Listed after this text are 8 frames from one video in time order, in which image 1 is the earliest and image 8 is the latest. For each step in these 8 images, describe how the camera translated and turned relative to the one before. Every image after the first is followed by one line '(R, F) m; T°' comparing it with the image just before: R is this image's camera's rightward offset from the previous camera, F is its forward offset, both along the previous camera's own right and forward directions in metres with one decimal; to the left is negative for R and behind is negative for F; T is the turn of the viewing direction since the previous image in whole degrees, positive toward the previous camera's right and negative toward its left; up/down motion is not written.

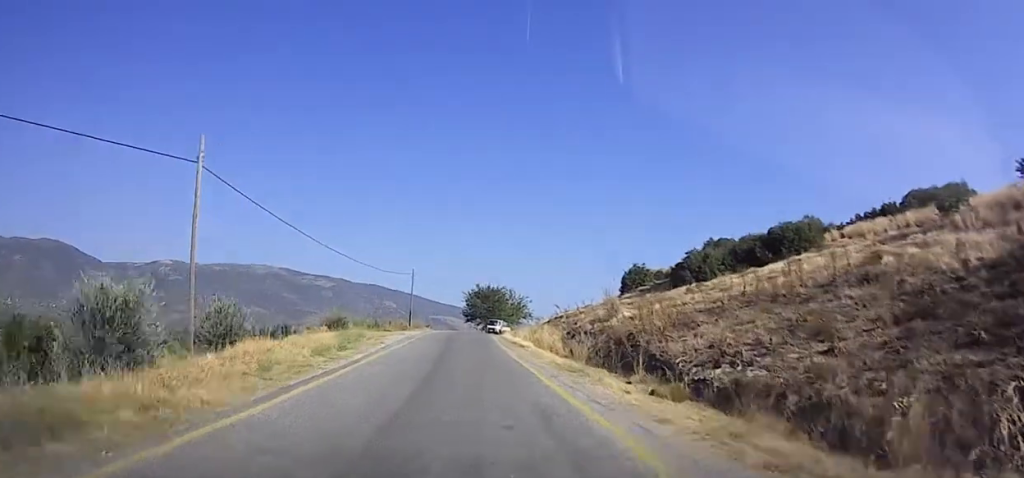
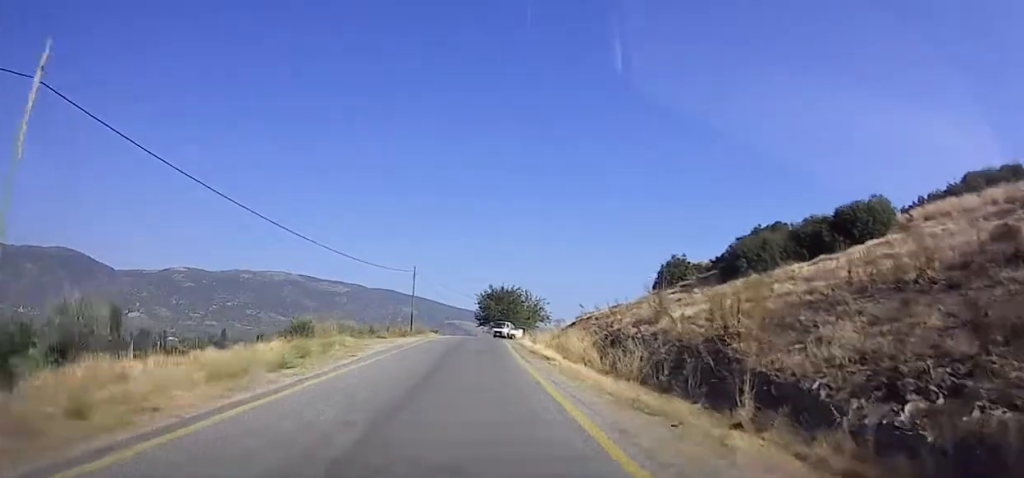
(+0.7, +8.0) m; +1°
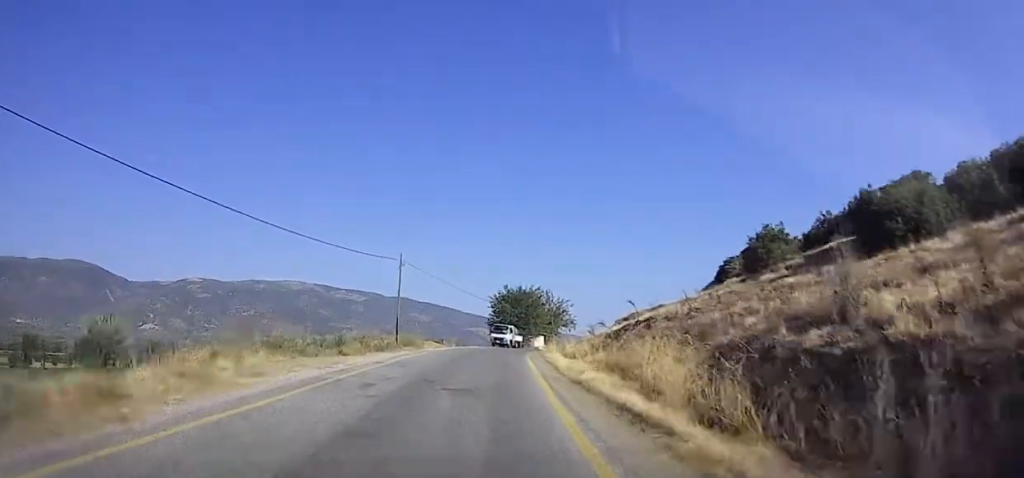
(-0.5, +14.1) m; -7°
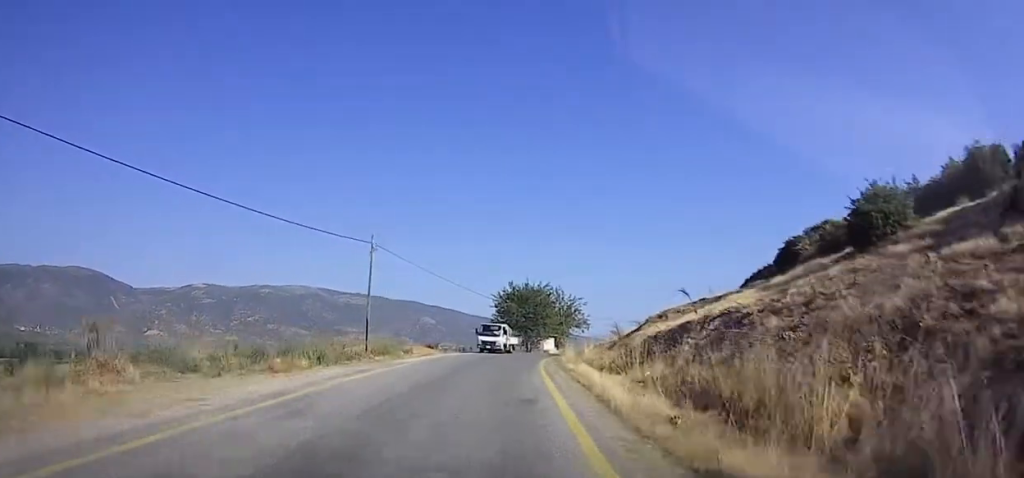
(-0.8, +9.4) m; -1°
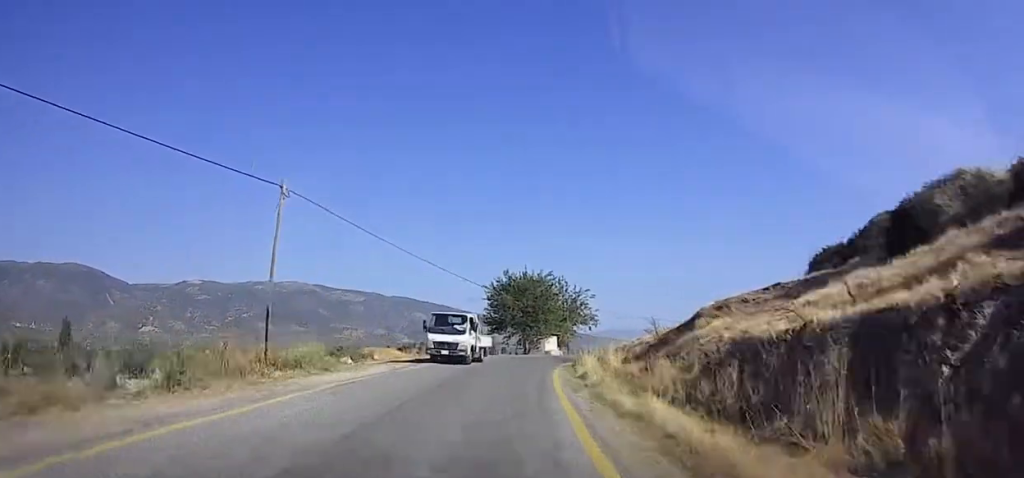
(+0.2, +11.8) m; +2°
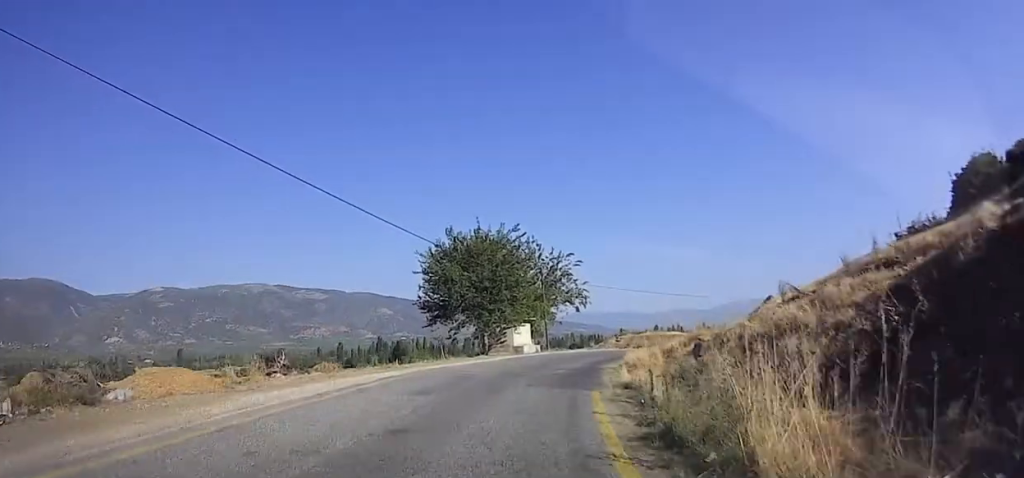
(+0.5, +22.0) m; +1°
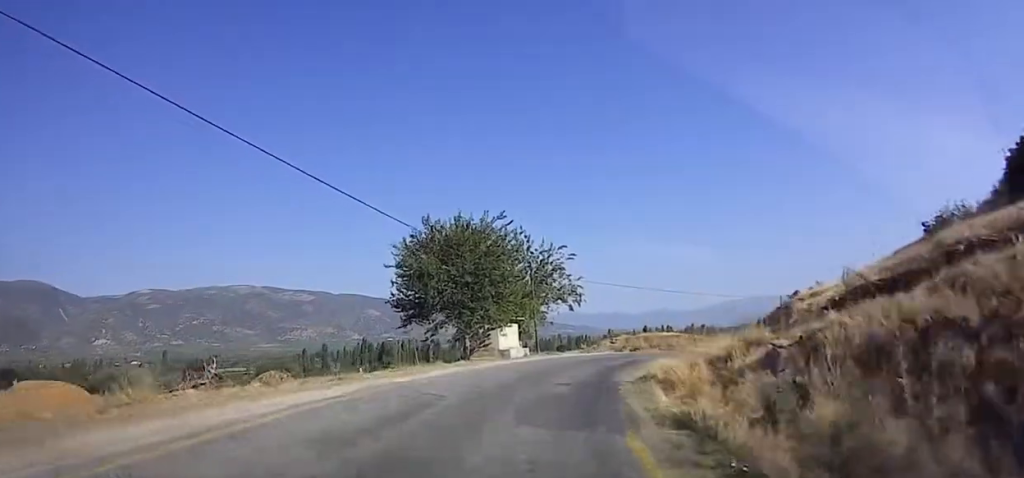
(0.0, +5.3) m; 0°
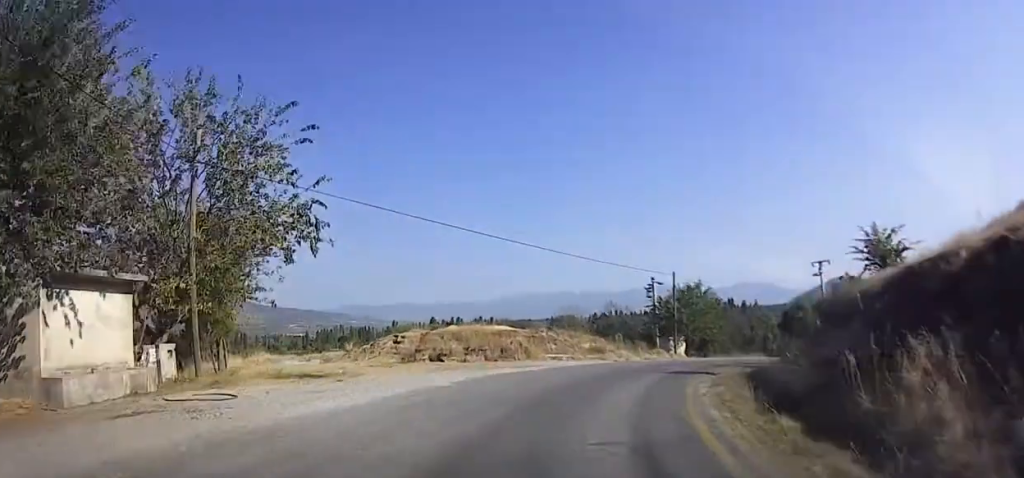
(+1.5, +23.1) m; +20°
